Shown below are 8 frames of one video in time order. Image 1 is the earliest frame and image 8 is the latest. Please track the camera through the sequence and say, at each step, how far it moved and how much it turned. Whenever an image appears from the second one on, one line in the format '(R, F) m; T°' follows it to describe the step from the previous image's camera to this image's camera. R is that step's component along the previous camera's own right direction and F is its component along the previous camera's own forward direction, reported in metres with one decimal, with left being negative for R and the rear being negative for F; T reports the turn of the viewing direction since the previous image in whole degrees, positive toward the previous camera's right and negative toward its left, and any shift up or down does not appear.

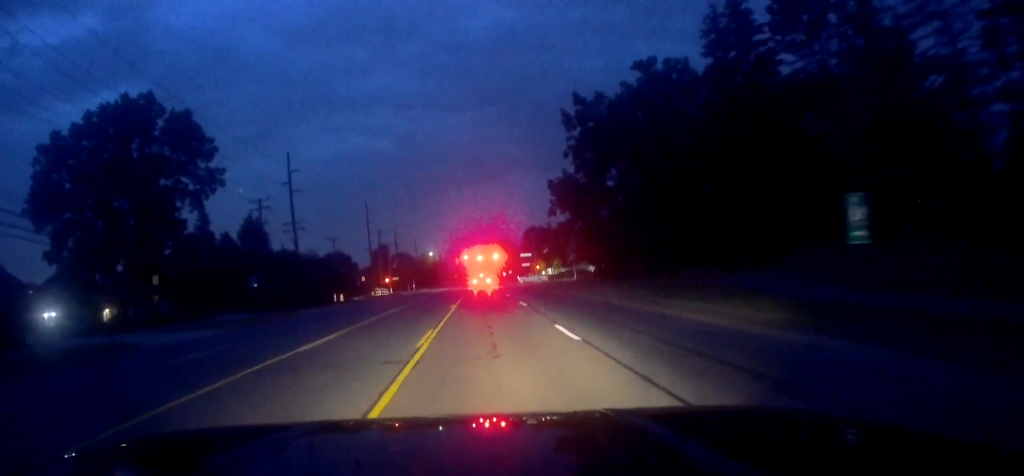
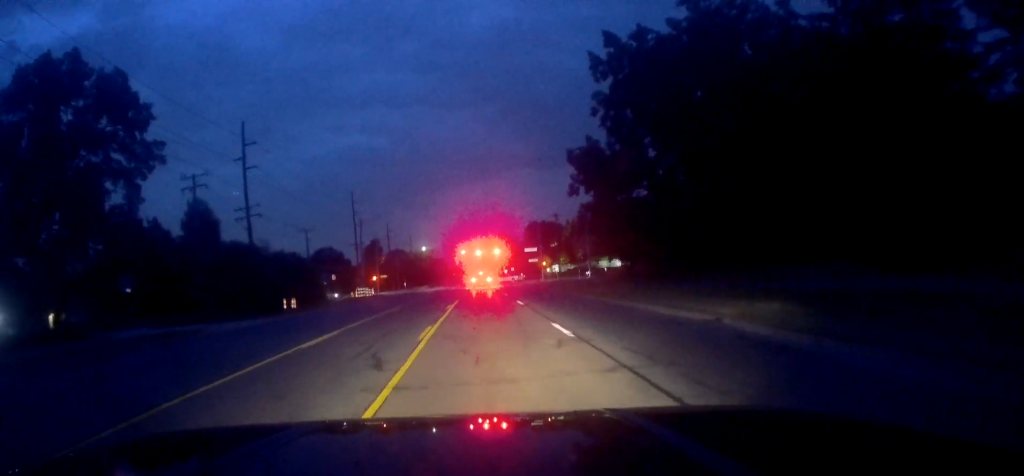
(-0.1, +17.1) m; +2°
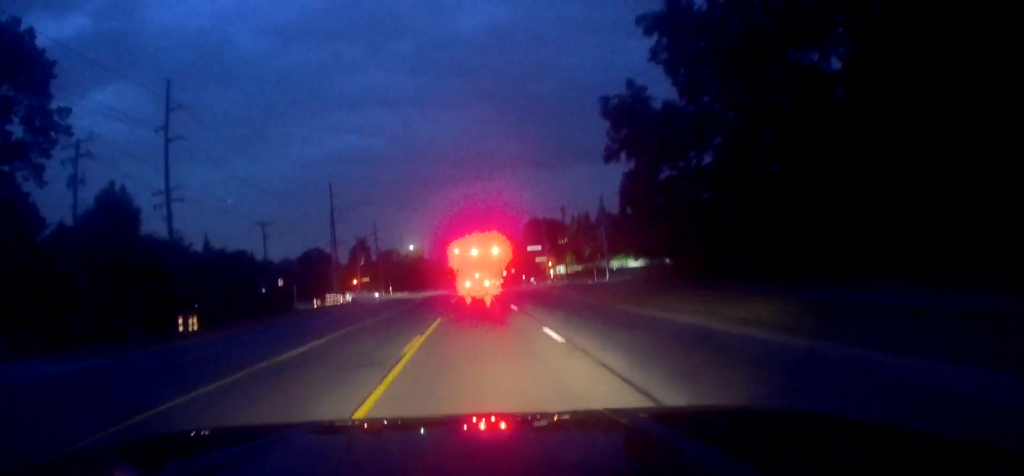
(-0.2, +17.1) m; -3°
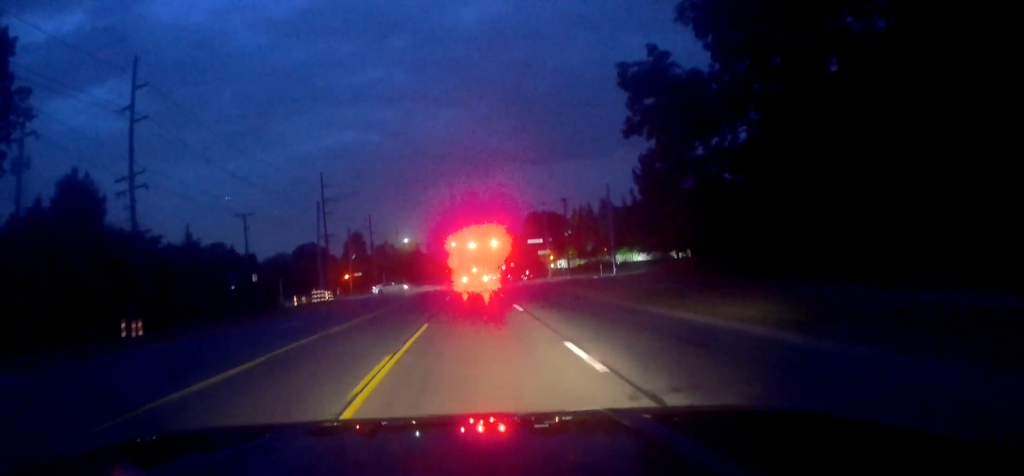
(-0.5, +5.7) m; 0°
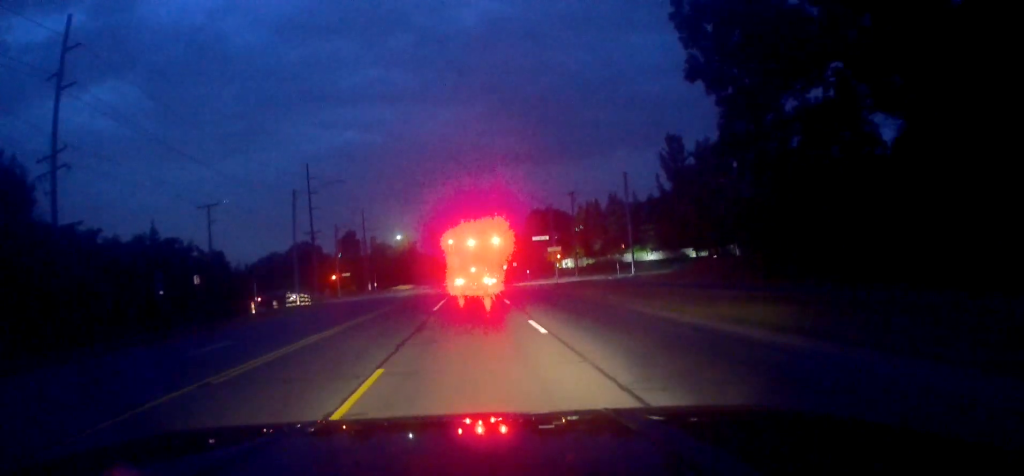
(+0.8, +10.0) m; +5°
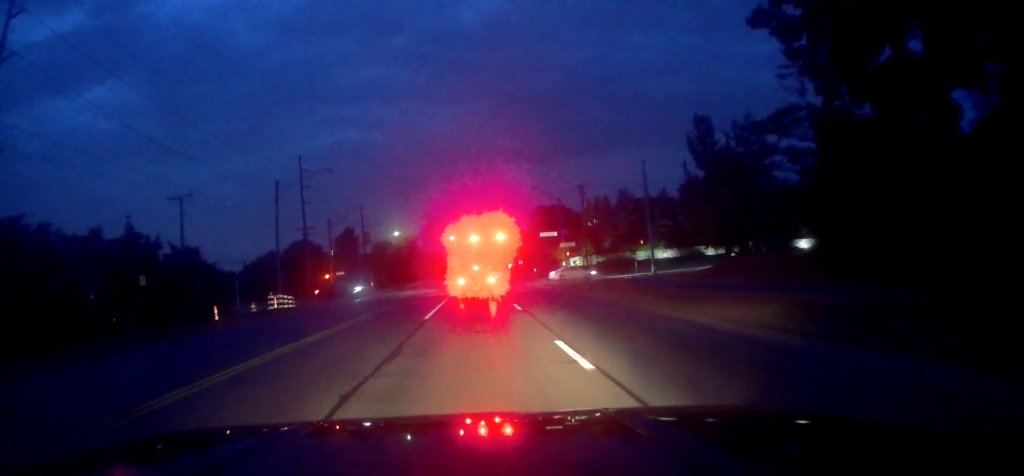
(0.0, +7.0) m; 0°
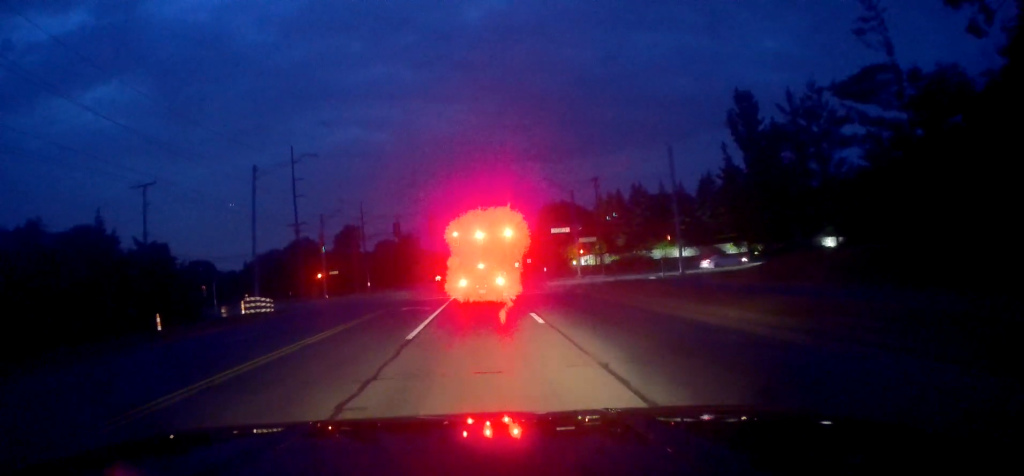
(-0.1, +7.9) m; -4°
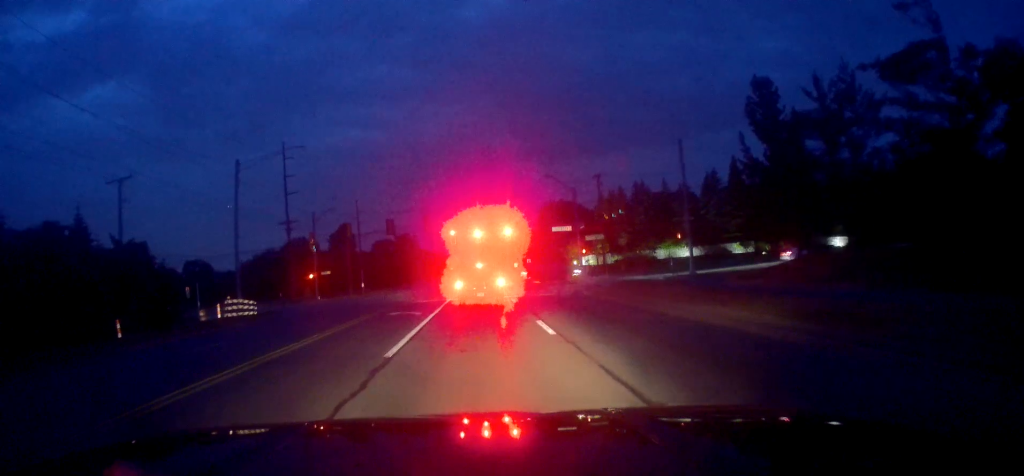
(-0.3, +3.8) m; 0°
